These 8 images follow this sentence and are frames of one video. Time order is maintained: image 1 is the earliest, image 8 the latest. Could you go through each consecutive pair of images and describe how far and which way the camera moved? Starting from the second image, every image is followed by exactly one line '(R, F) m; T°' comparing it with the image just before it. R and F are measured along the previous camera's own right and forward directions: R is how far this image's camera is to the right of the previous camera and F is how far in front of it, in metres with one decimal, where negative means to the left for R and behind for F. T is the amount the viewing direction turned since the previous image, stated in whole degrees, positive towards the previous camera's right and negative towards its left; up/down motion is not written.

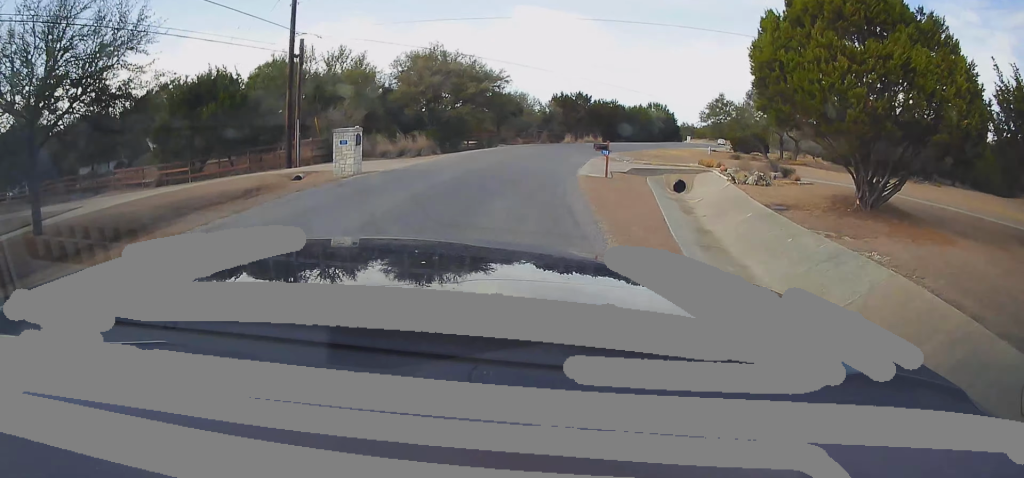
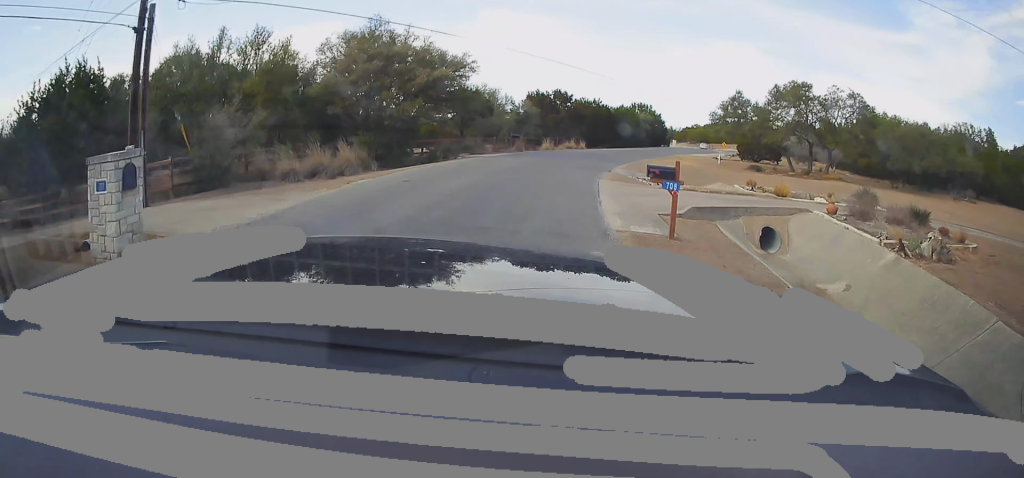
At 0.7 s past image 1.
(-0.3, +10.7) m; +4°
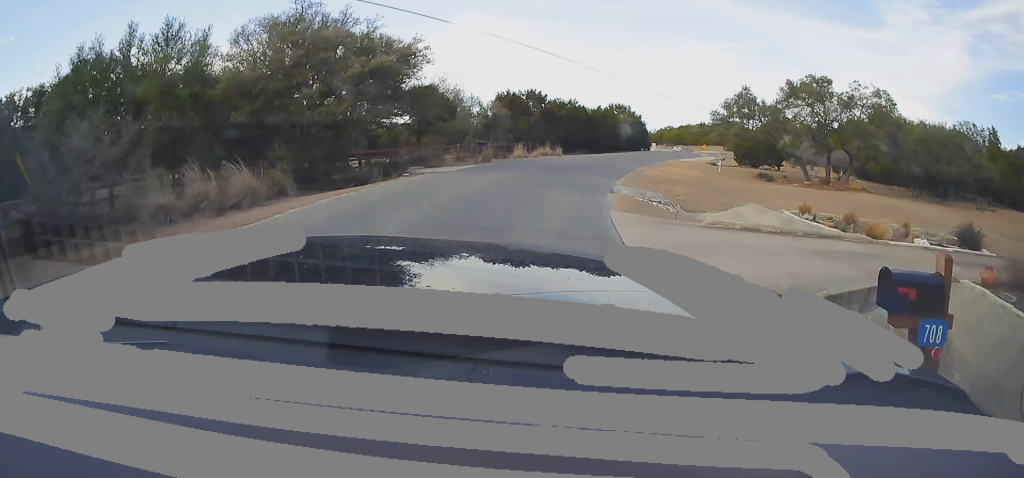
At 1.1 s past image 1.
(+0.8, +6.7) m; +3°
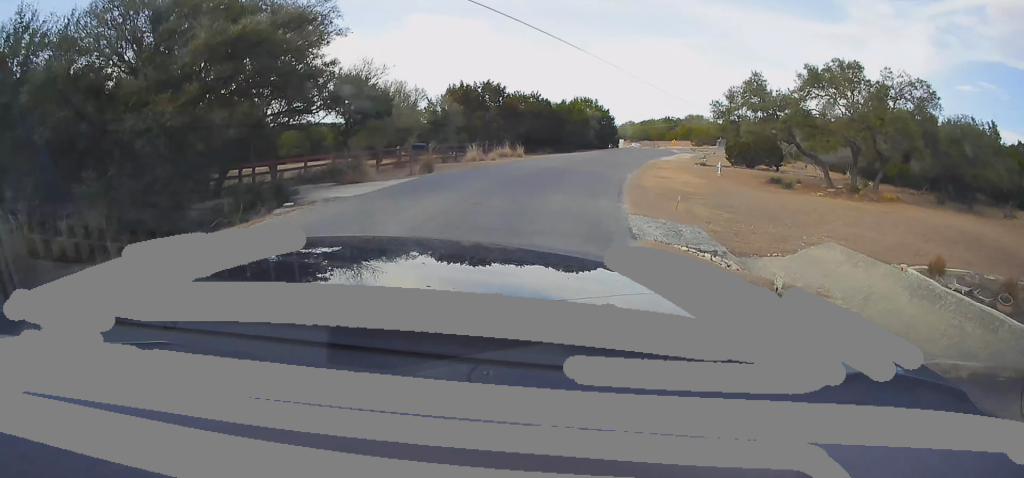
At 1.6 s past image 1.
(+0.5, +8.1) m; +4°
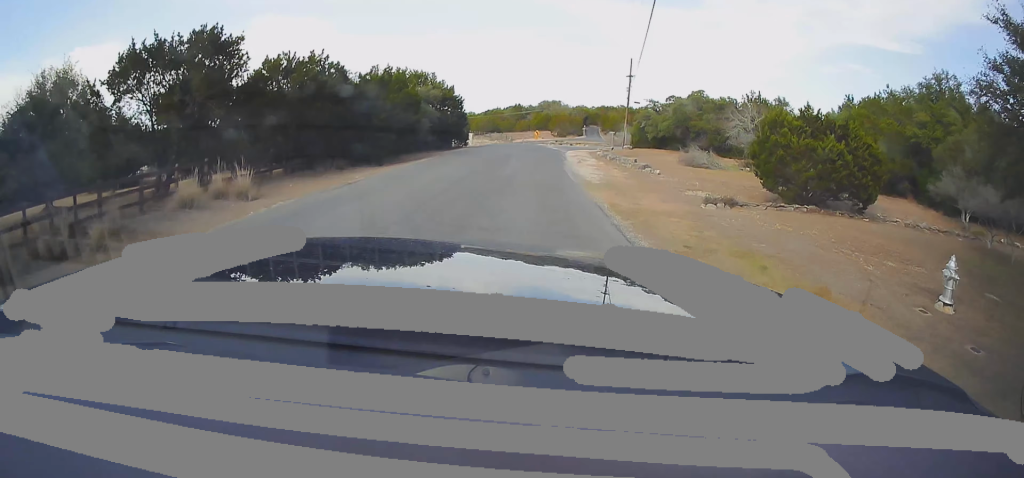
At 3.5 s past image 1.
(+4.1, +29.4) m; +16°
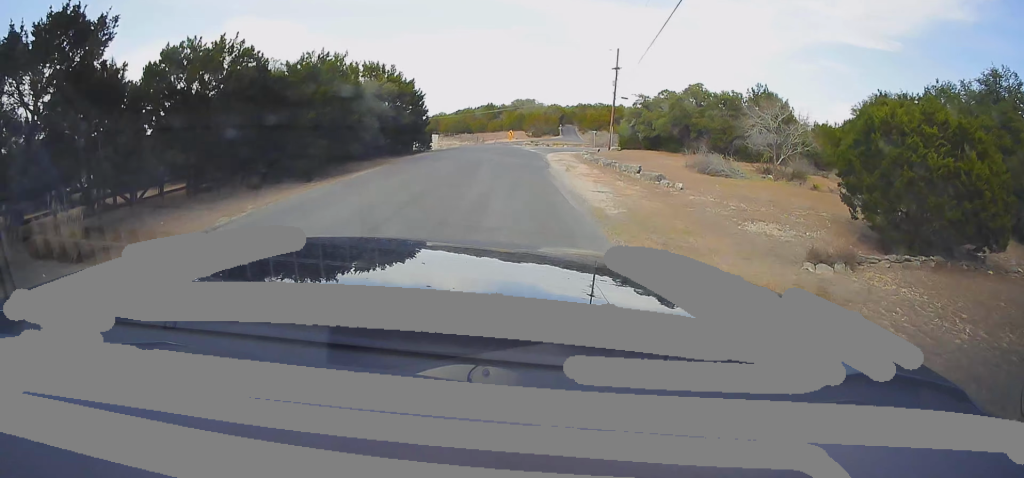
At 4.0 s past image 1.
(+0.1, +7.7) m; +1°
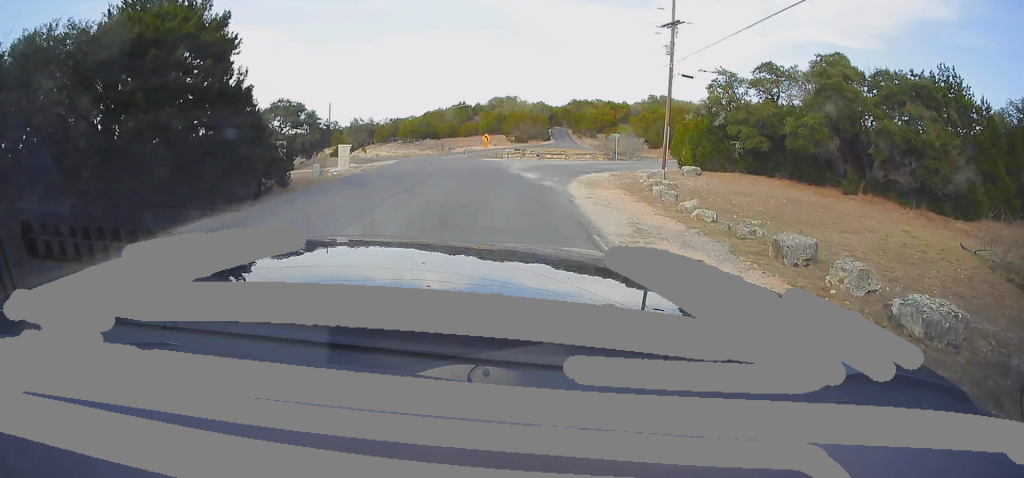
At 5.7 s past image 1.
(+0.4, +26.4) m; +3°
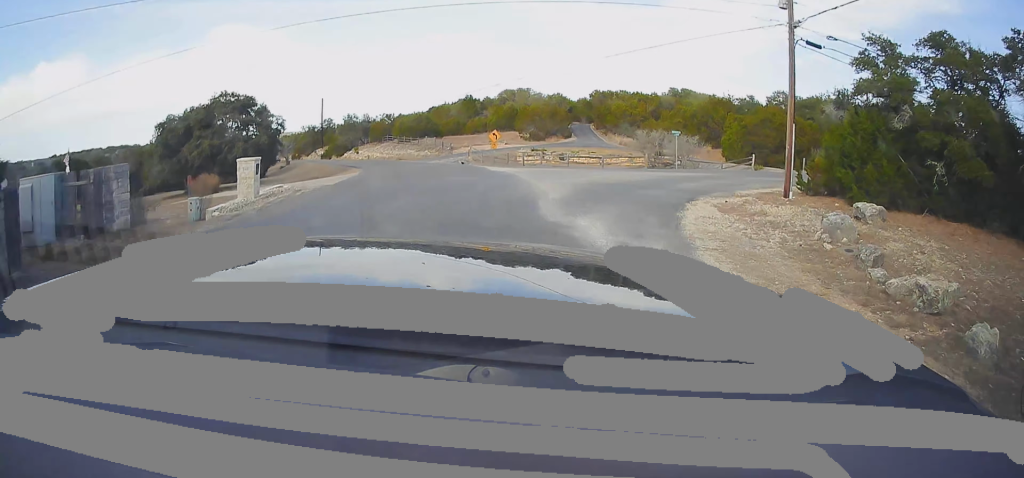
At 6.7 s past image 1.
(+0.5, +14.0) m; -1°
